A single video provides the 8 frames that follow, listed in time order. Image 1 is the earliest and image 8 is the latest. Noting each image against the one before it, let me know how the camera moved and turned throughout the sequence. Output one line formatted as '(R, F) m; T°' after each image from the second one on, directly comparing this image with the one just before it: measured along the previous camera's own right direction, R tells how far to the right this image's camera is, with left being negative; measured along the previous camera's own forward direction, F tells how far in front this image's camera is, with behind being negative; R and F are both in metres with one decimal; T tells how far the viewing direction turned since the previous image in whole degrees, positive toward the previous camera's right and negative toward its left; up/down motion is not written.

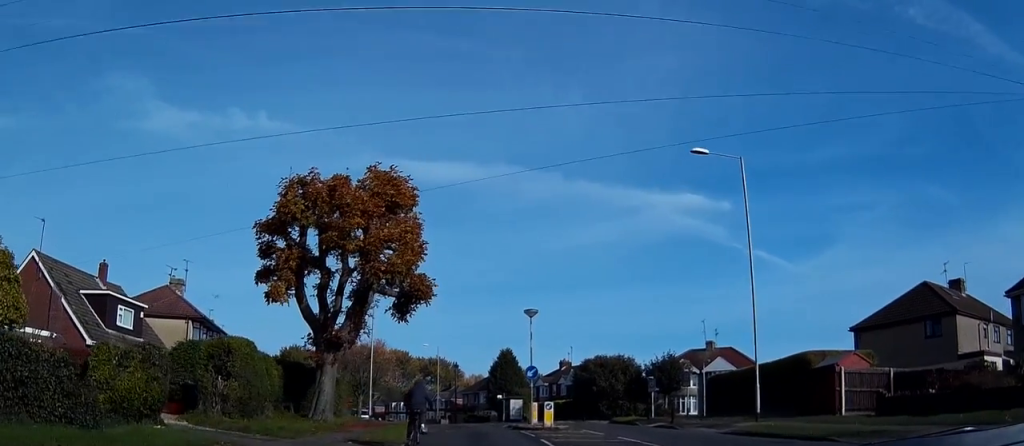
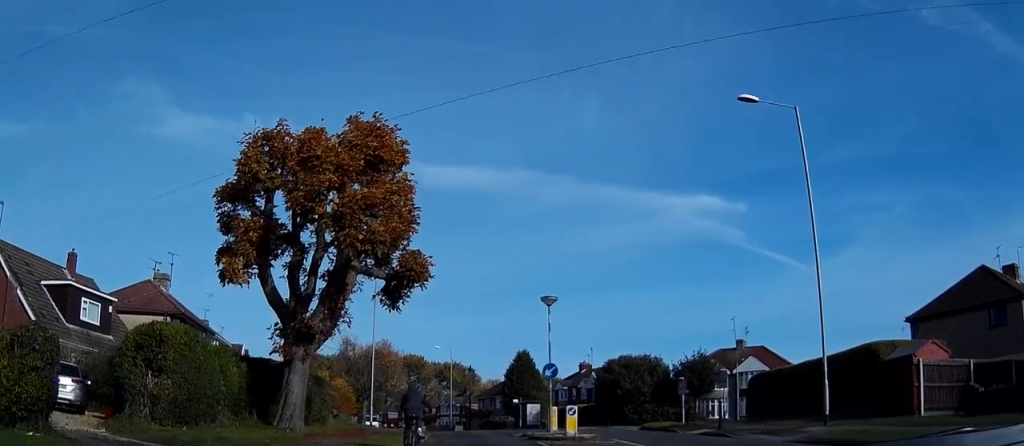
(-0.1, +5.3) m; -1°
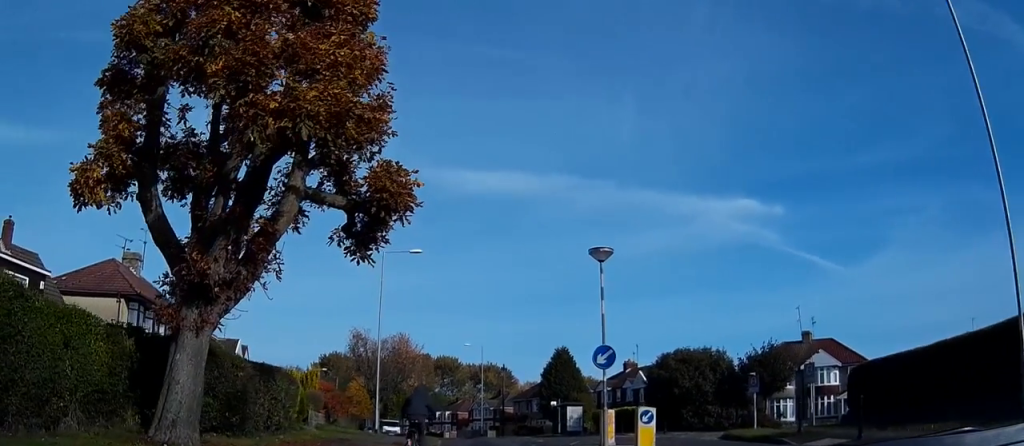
(0.0, +9.1) m; -1°
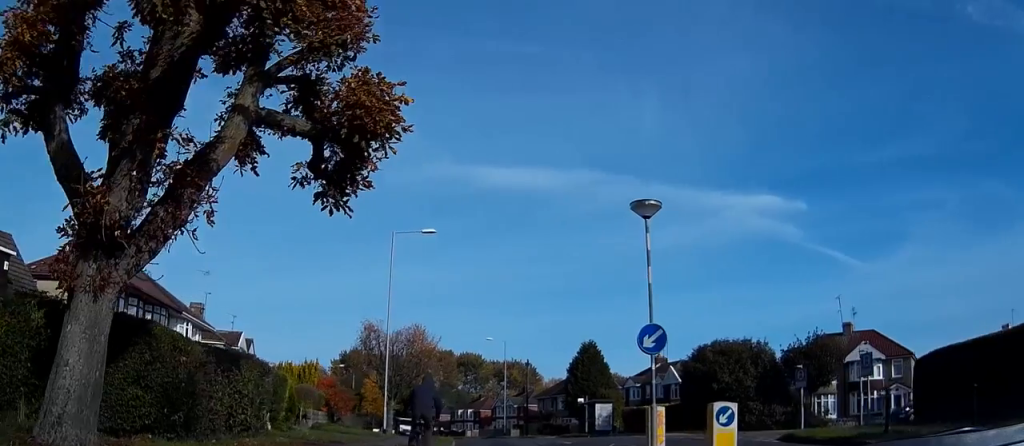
(-0.1, +4.1) m; -1°
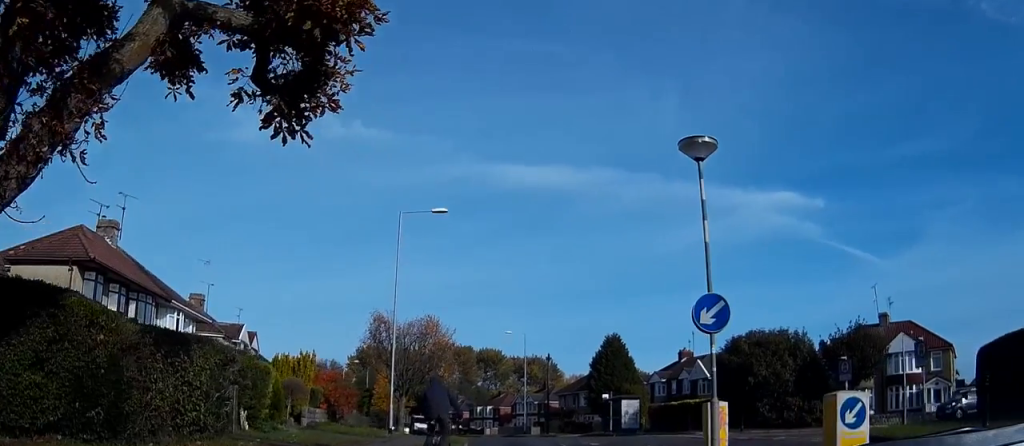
(0.0, +3.5) m; -1°
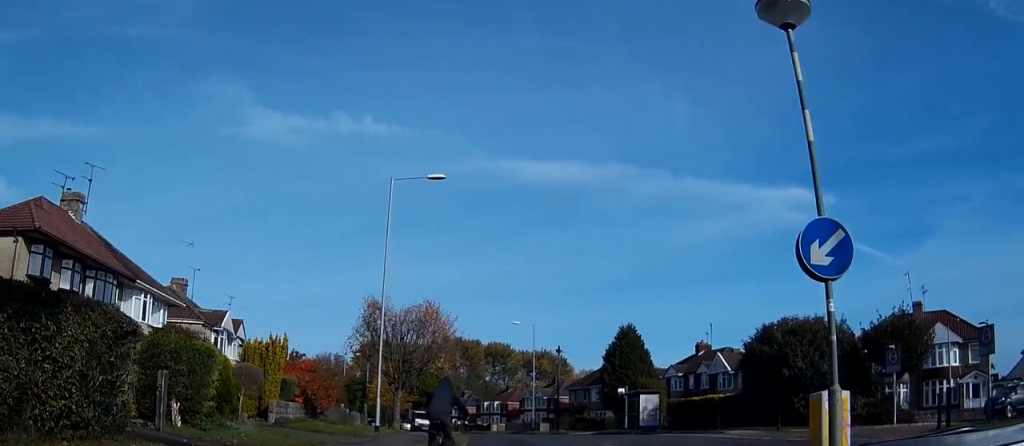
(0.0, +4.6) m; -1°
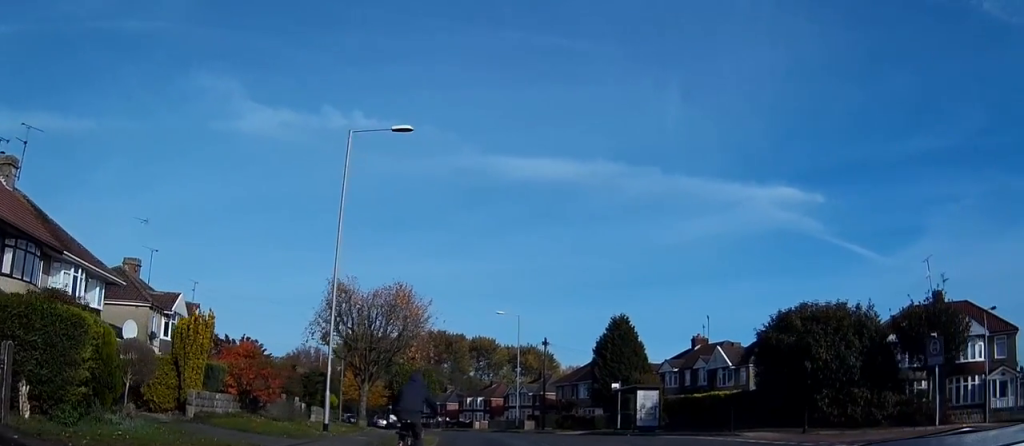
(-0.1, +5.1) m; -1°
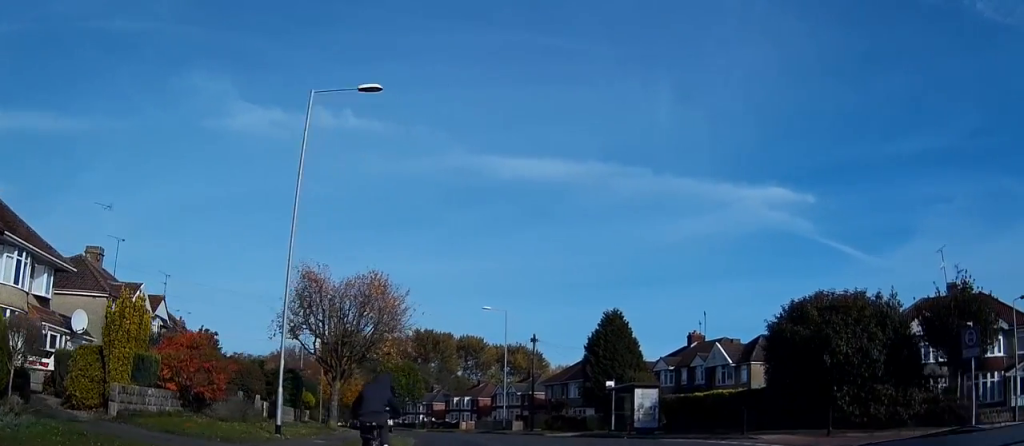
(0.0, +3.4) m; +1°
